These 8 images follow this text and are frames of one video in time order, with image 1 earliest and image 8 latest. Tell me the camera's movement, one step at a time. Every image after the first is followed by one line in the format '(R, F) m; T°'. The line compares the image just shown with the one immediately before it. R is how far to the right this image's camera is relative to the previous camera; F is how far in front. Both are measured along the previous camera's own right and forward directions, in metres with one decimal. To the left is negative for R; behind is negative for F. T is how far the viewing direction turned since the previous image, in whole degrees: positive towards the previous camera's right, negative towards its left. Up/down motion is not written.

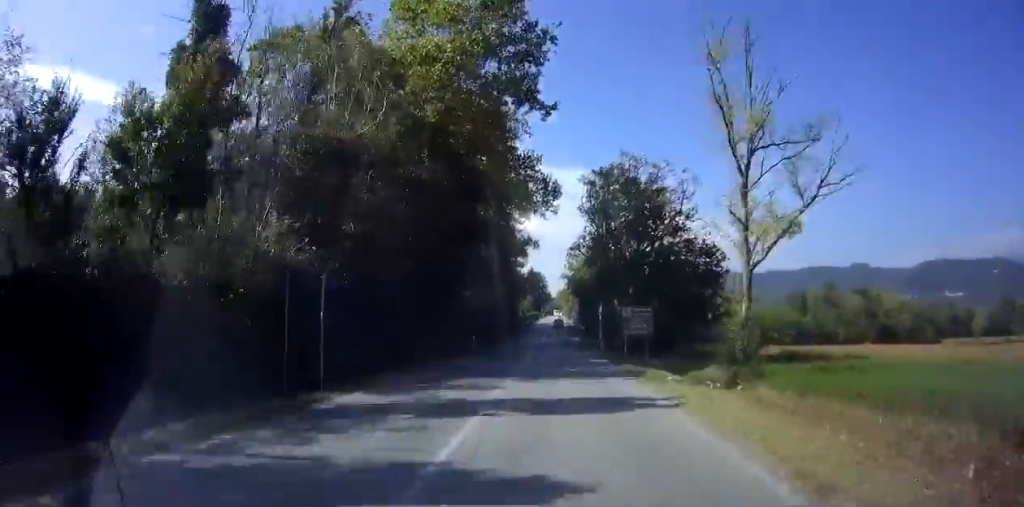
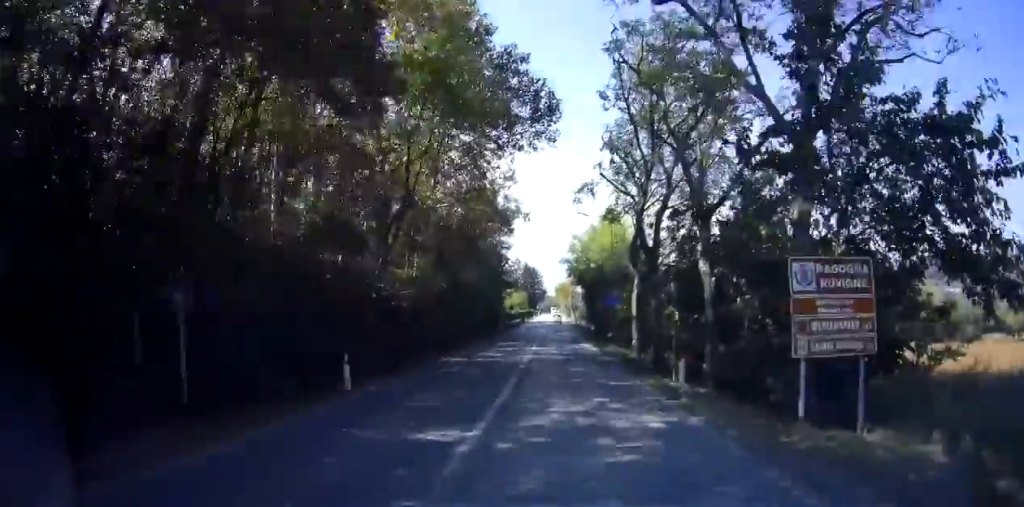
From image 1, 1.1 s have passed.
(+0.1, +20.1) m; -1°
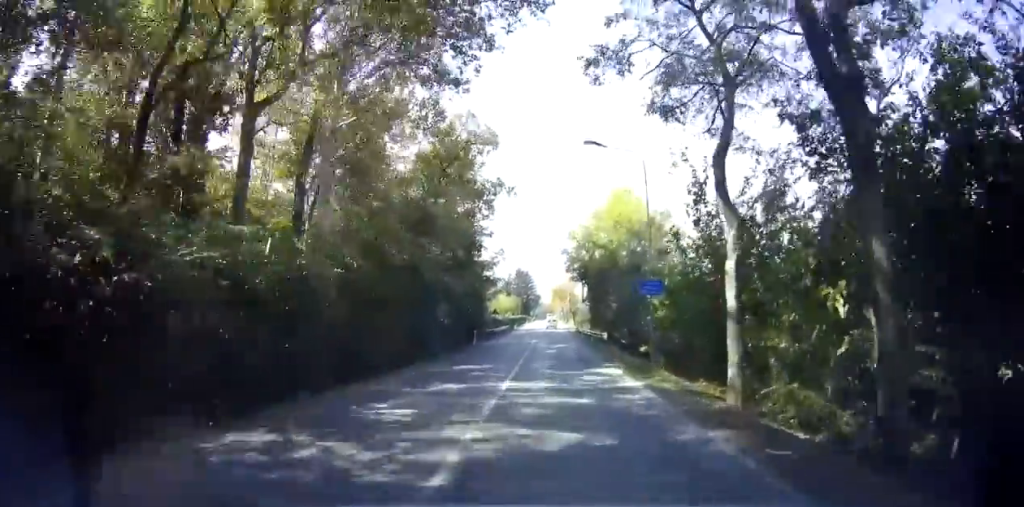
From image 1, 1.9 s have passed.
(-0.2, +14.5) m; -1°
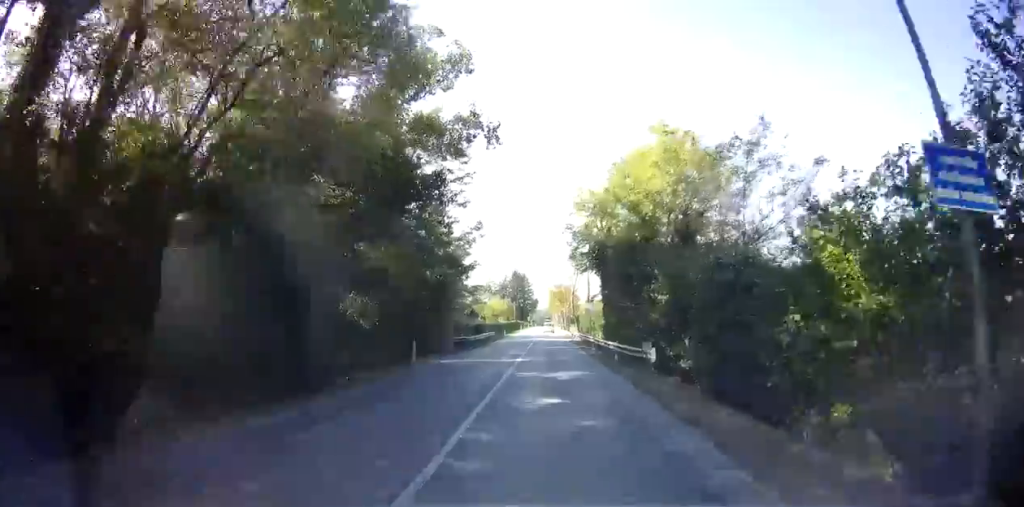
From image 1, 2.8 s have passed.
(-0.1, +16.2) m; 0°
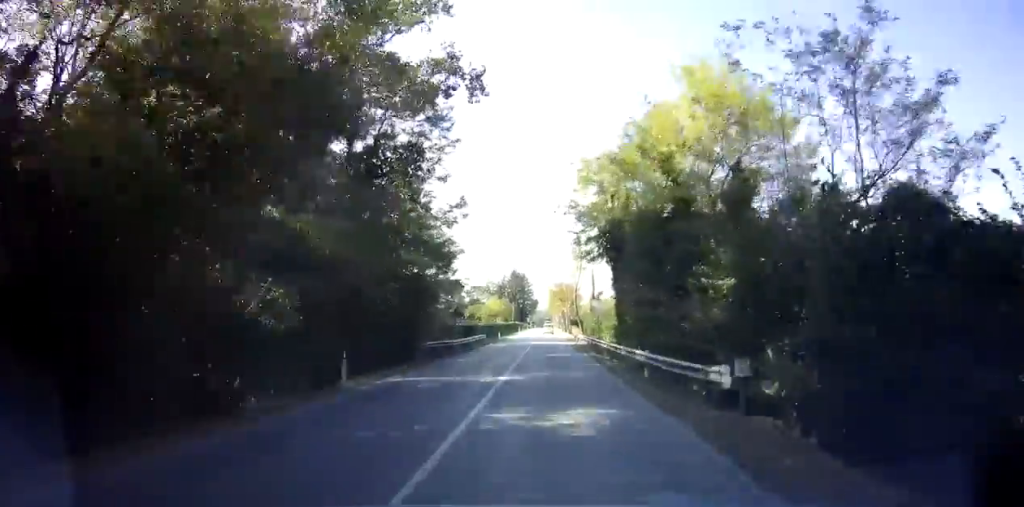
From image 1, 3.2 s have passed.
(0.0, +7.2) m; 0°
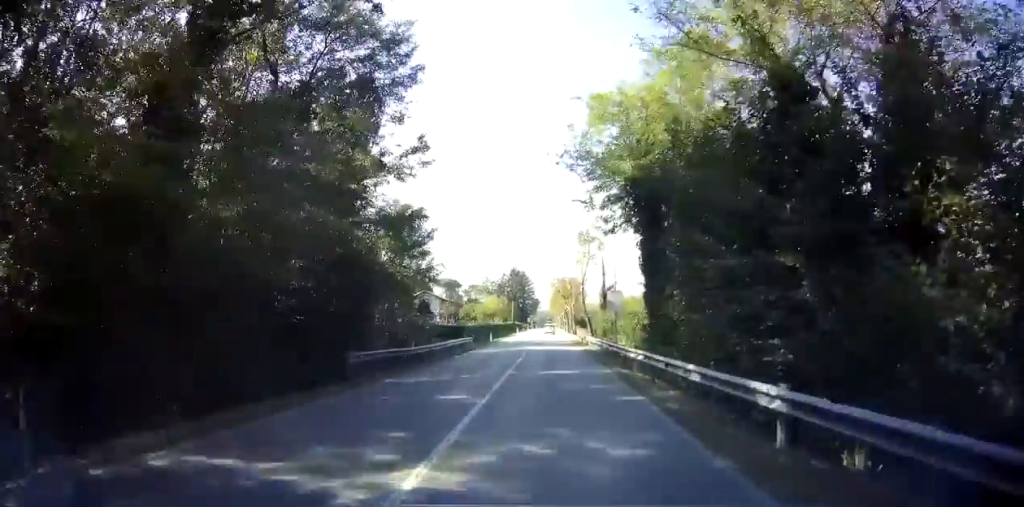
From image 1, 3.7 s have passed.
(+0.1, +9.4) m; 0°
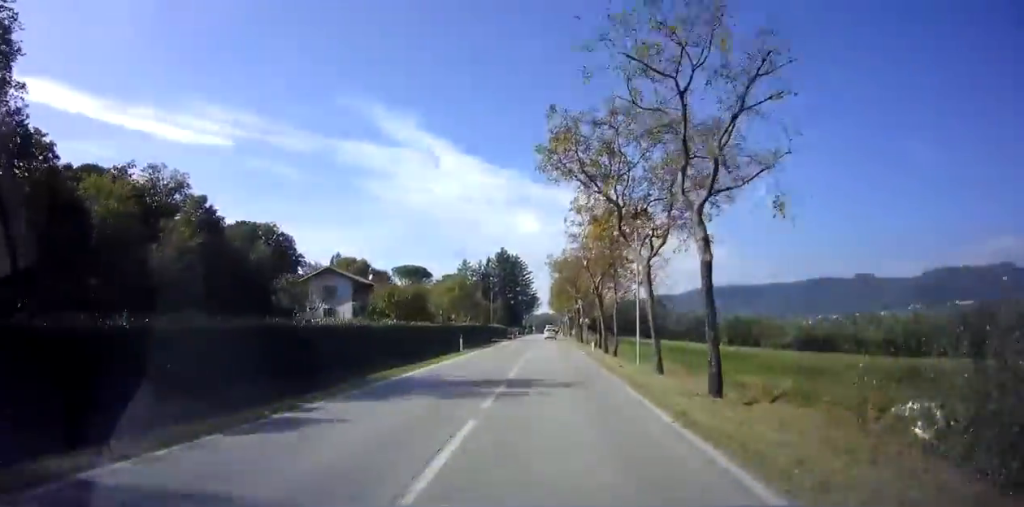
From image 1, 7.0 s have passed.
(+1.2, +58.0) m; +2°
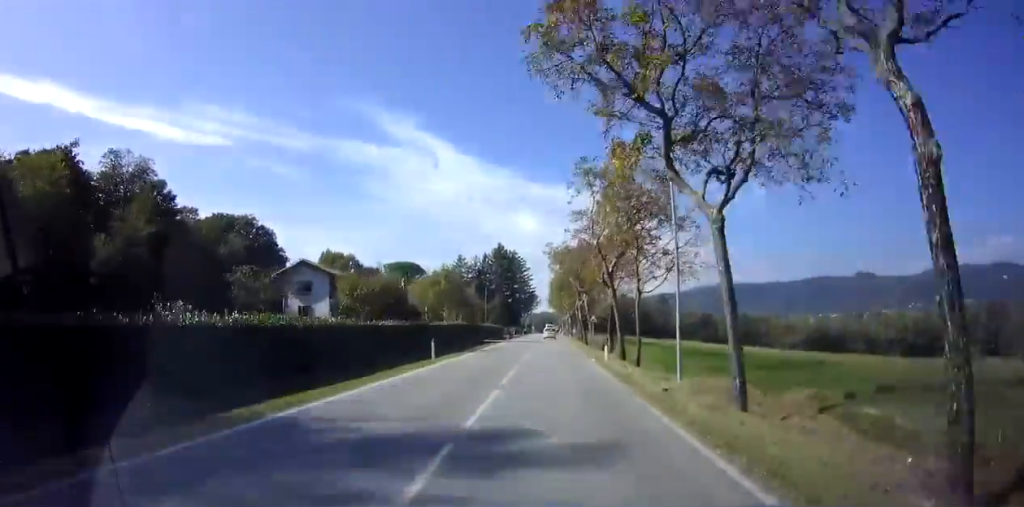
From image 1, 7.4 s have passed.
(0.0, +7.6) m; 0°
